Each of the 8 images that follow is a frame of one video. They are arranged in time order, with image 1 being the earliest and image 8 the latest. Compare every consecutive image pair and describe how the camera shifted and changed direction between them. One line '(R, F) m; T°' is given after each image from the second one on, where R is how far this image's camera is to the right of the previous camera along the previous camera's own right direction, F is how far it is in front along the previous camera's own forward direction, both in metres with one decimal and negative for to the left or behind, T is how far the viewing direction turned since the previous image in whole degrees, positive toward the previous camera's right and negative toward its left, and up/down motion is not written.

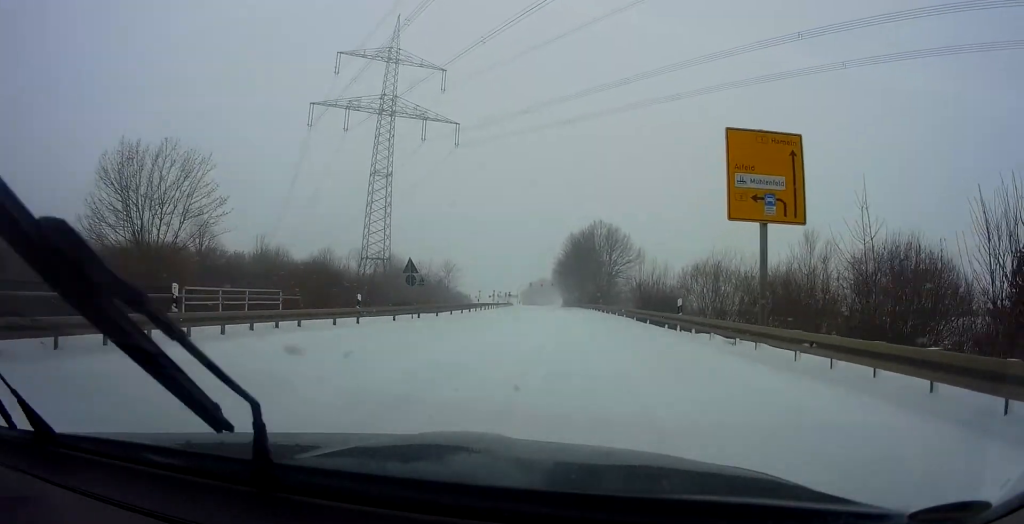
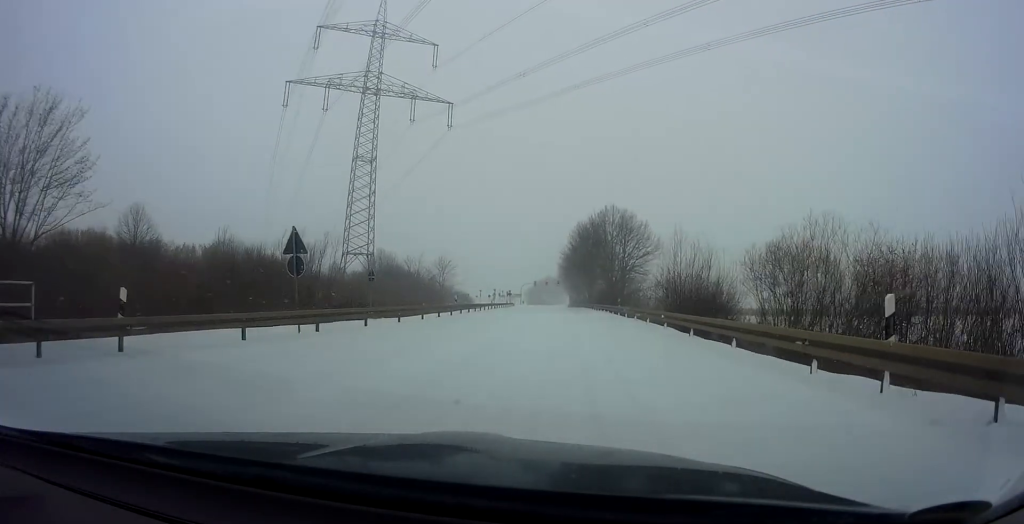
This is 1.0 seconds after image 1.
(-0.1, +12.0) m; -4°
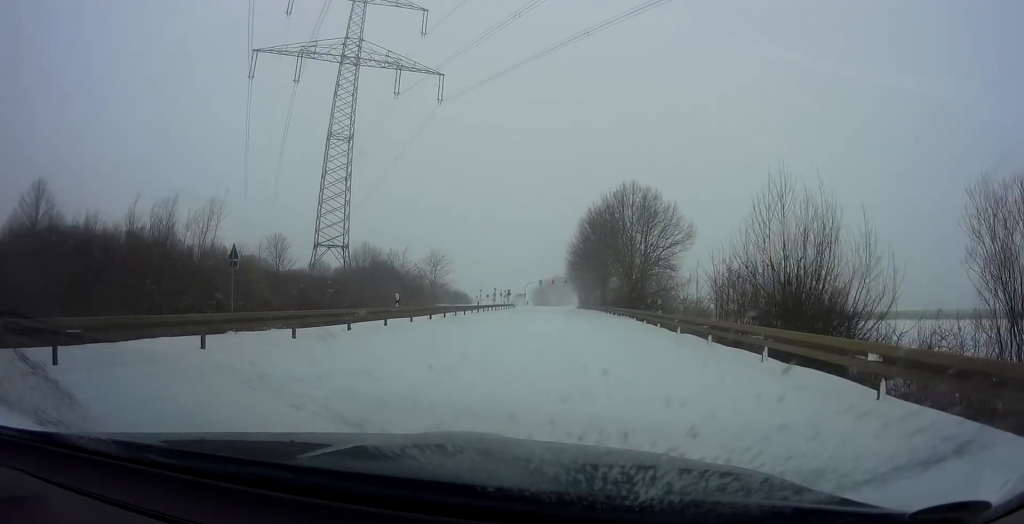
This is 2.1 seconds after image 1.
(-0.6, +13.9) m; 0°
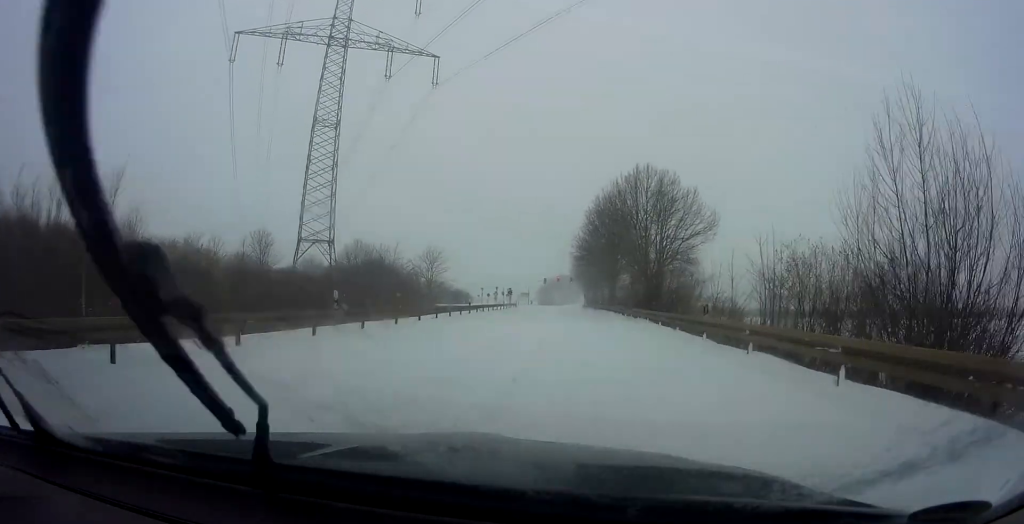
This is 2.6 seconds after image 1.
(+0.3, +6.7) m; 0°
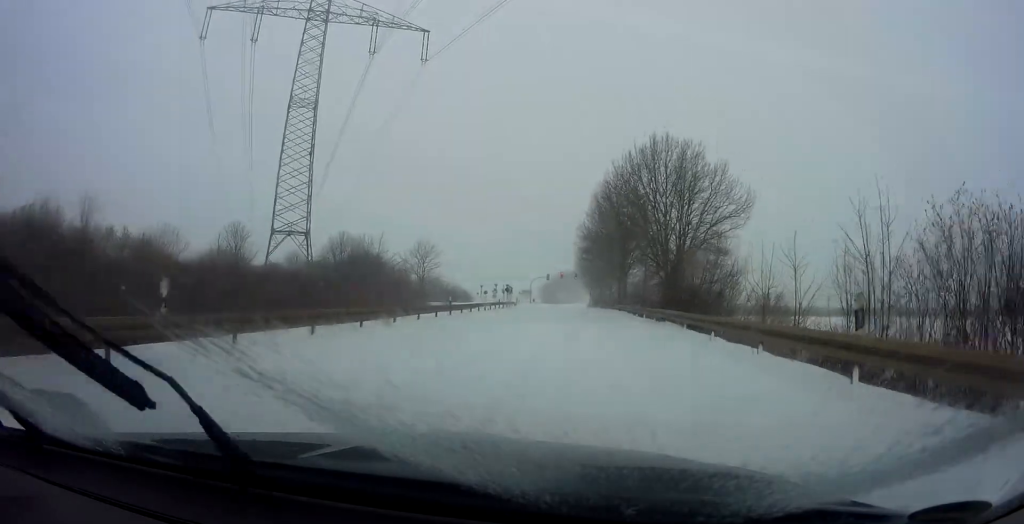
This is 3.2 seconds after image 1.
(+0.1, +7.9) m; 0°
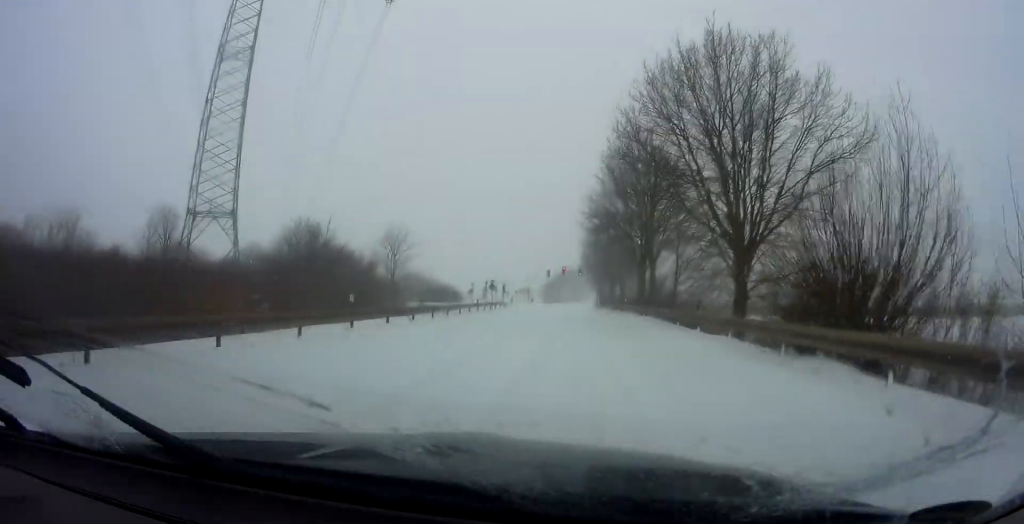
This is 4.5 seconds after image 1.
(-0.2, +15.5) m; 0°
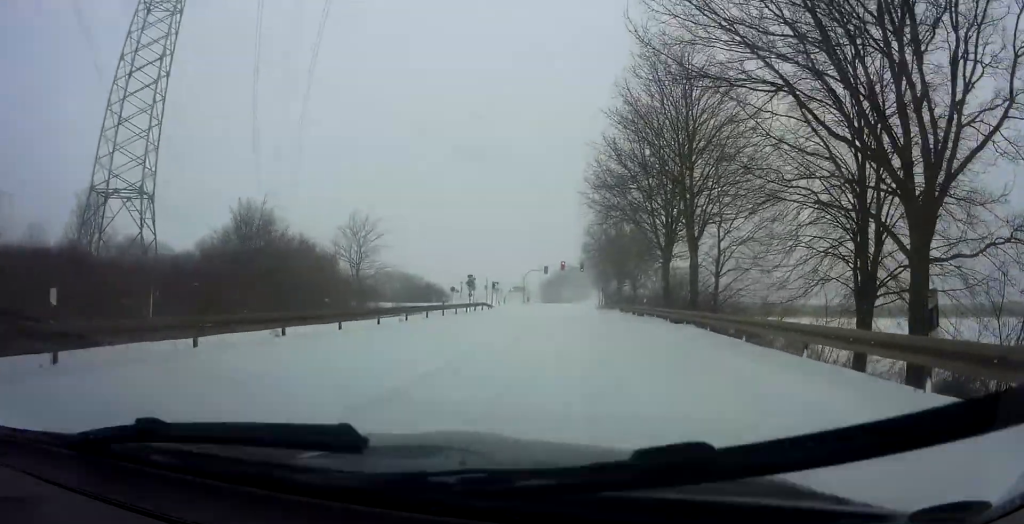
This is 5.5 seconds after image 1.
(0.0, +11.4) m; -1°
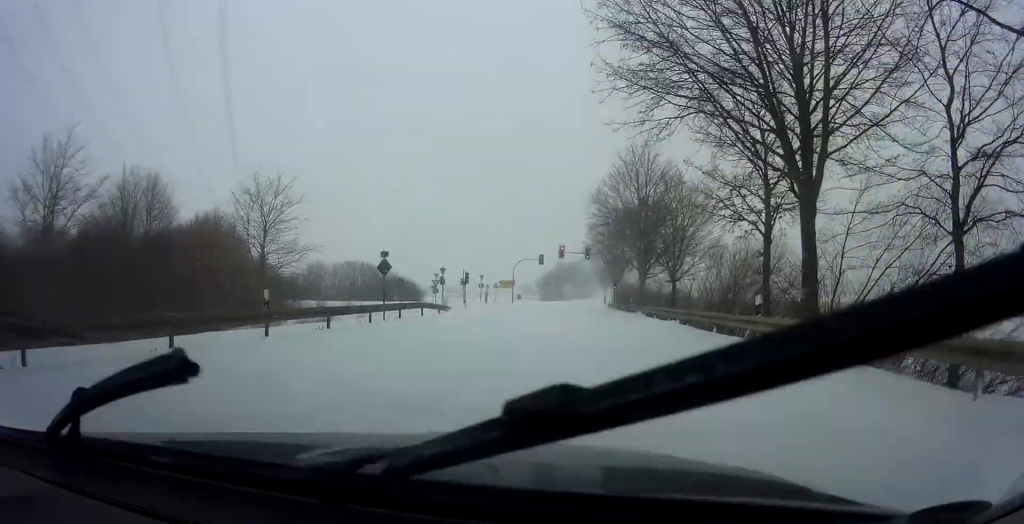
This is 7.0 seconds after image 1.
(-0.4, +17.3) m; 0°
